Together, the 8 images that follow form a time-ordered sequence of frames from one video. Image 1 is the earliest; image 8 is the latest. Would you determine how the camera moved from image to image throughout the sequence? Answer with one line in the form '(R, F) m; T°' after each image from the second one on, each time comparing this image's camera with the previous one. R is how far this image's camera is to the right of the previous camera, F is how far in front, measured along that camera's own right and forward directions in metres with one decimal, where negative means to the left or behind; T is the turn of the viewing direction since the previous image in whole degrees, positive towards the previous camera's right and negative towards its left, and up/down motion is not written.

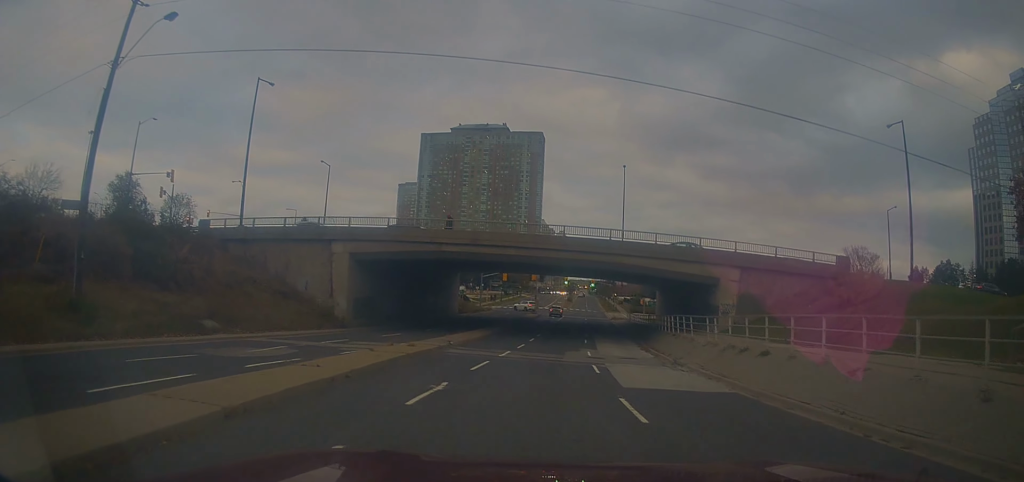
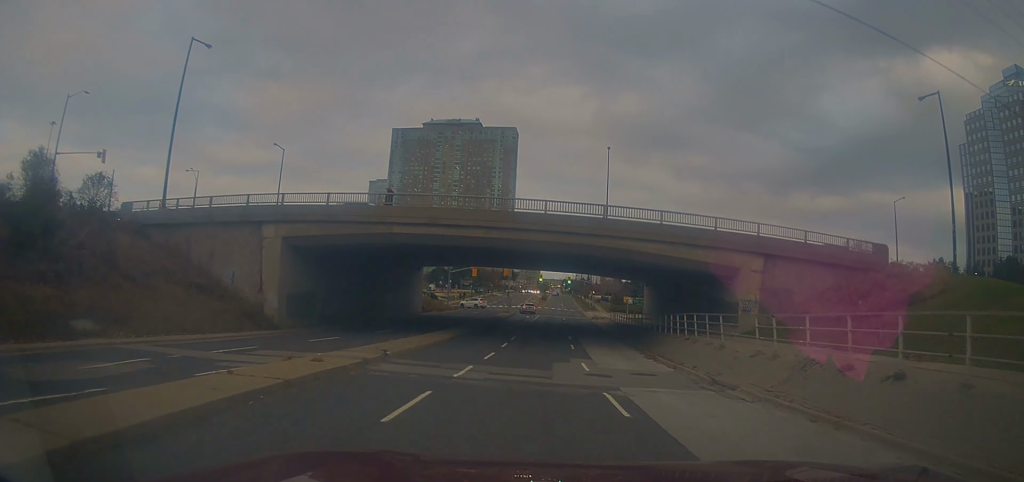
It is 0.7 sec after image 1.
(+0.1, +8.0) m; +3°
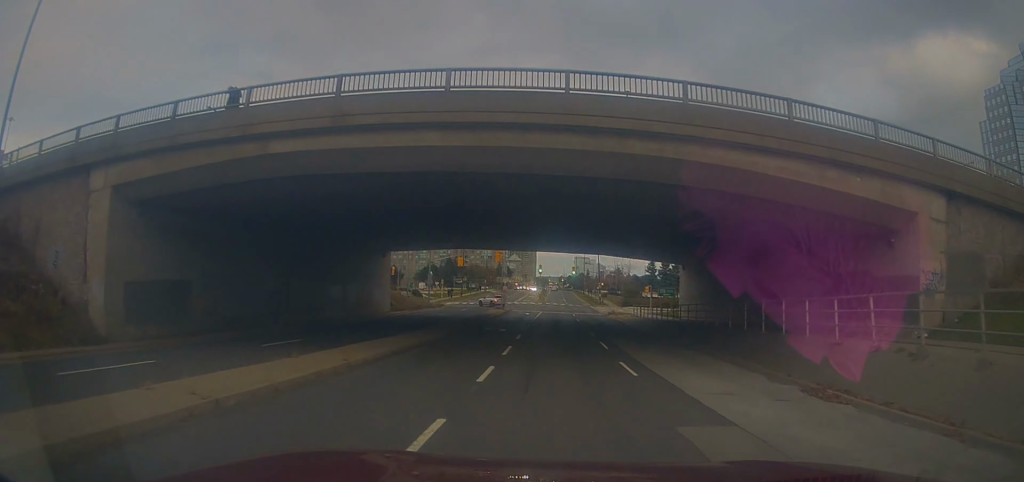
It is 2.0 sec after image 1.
(+0.8, +15.6) m; +3°
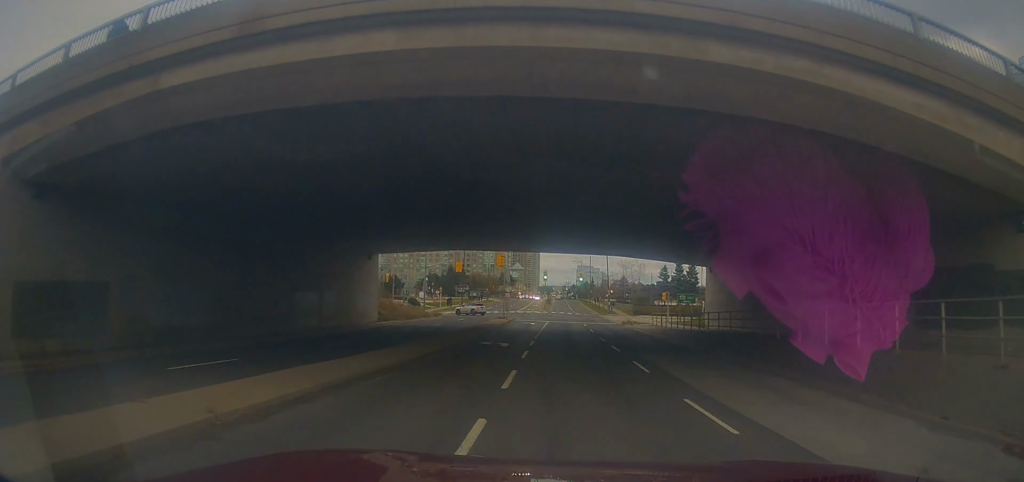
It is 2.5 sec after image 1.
(0.0, +6.0) m; 0°
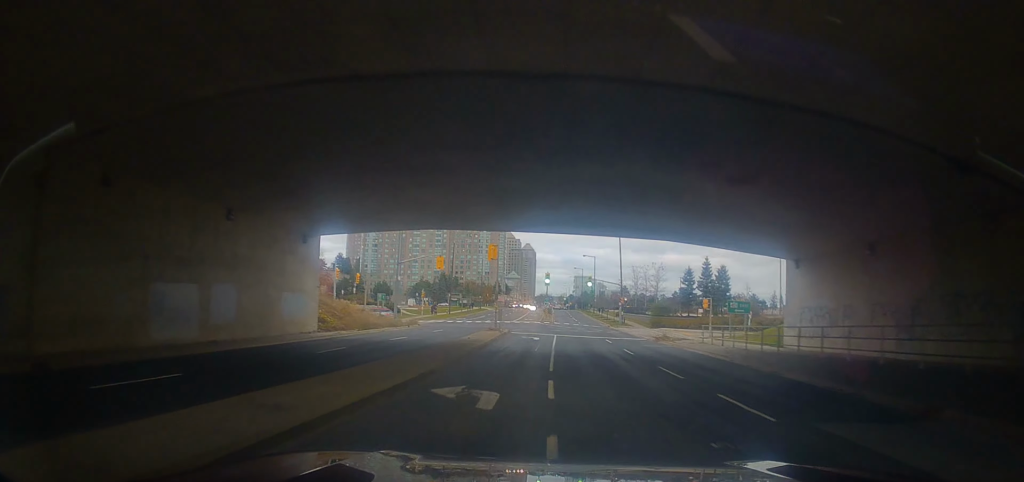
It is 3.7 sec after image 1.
(-0.1, +13.7) m; +1°
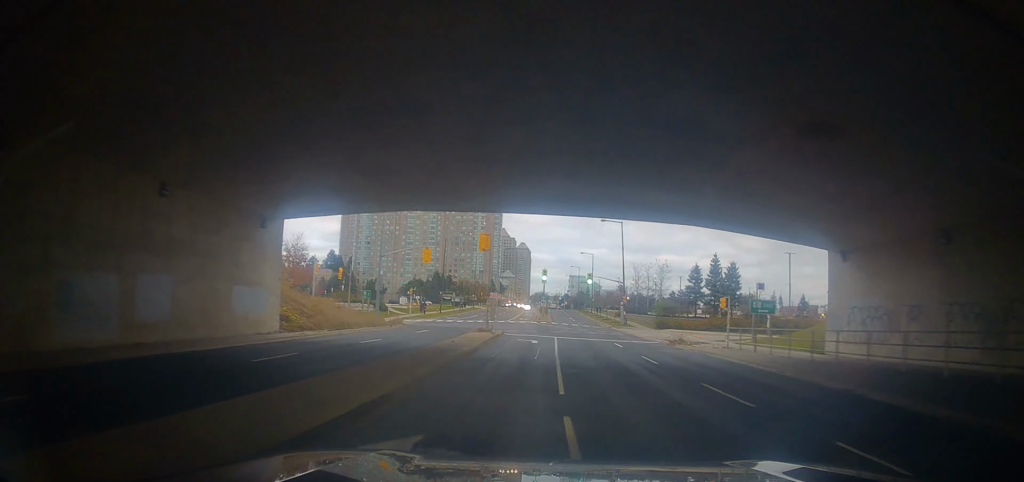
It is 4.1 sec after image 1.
(0.0, +4.8) m; +1°
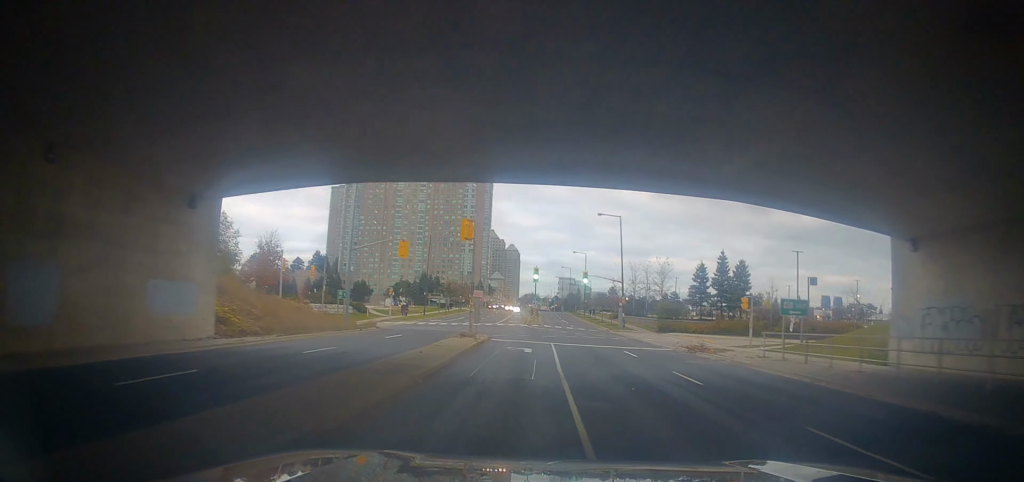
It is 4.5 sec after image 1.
(+0.1, +5.5) m; 0°
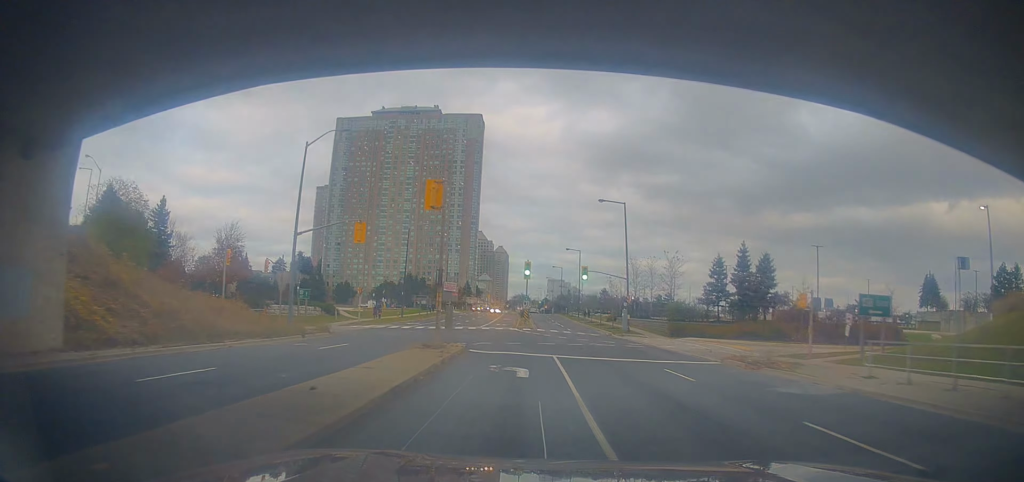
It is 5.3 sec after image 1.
(+0.1, +8.6) m; 0°
